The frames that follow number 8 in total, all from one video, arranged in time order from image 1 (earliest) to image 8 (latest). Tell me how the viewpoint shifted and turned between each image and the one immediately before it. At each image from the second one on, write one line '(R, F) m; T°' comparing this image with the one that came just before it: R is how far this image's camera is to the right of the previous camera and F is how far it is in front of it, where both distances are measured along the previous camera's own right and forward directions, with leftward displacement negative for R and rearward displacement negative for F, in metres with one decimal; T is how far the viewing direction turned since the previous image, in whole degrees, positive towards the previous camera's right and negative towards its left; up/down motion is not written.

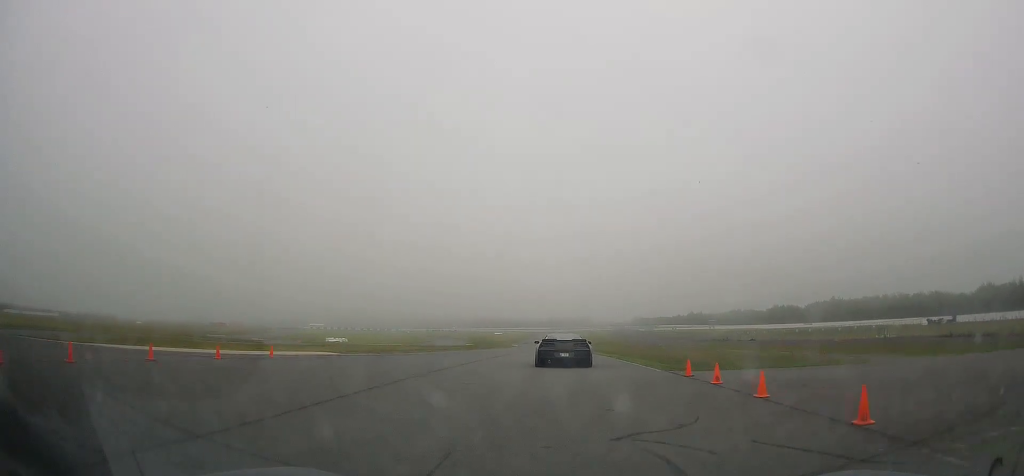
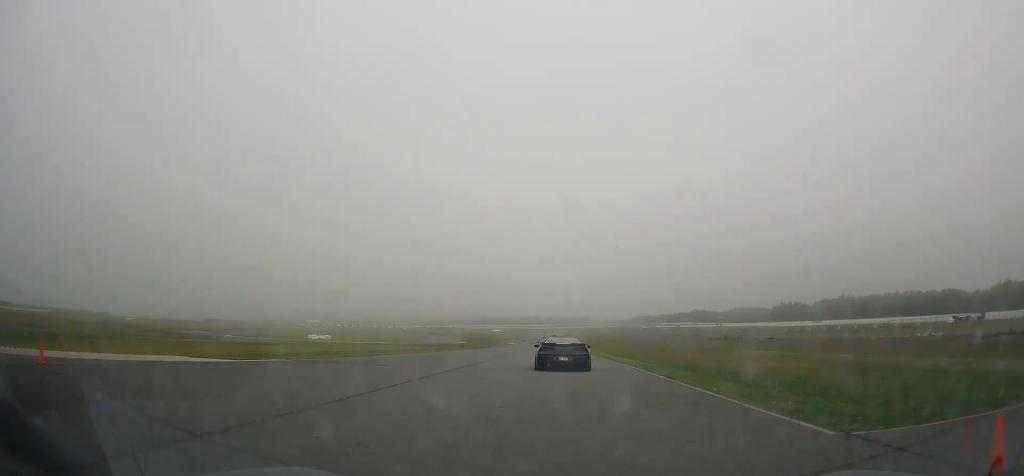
(-0.1, +12.2) m; 0°
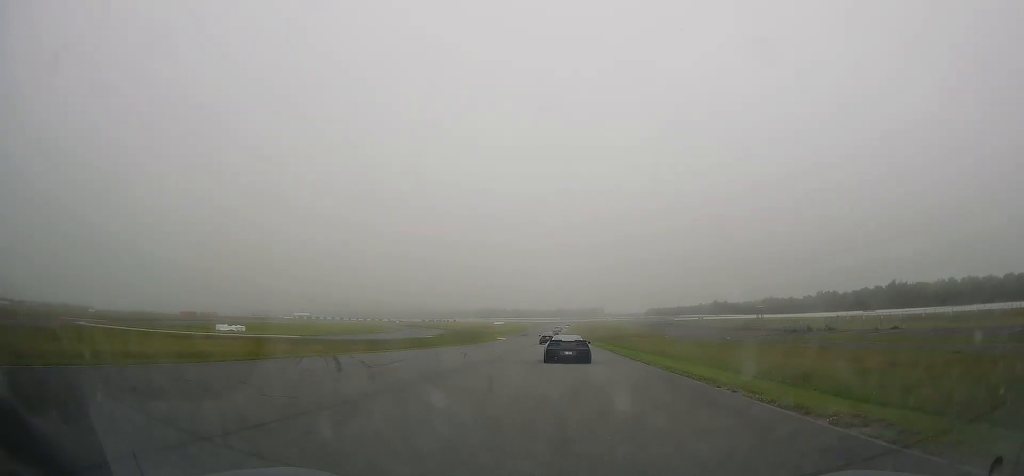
(-0.2, +47.6) m; 0°
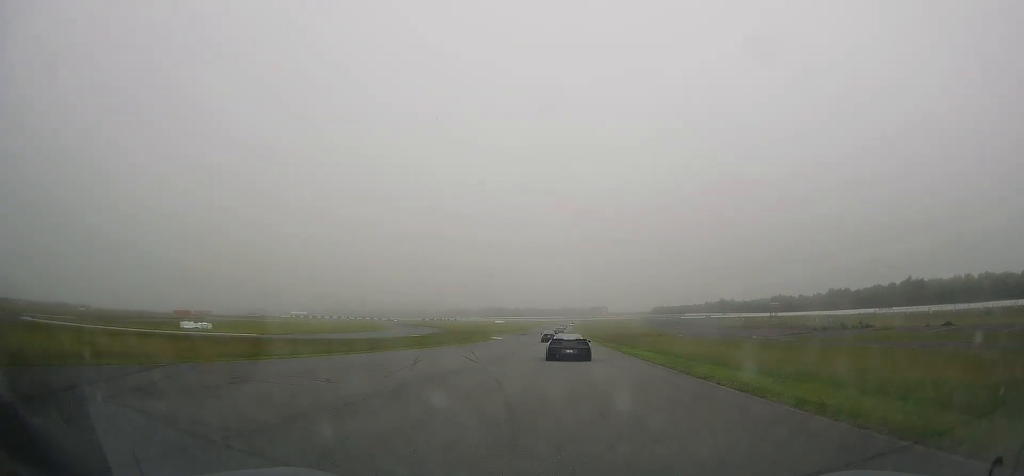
(0.0, +12.3) m; 0°
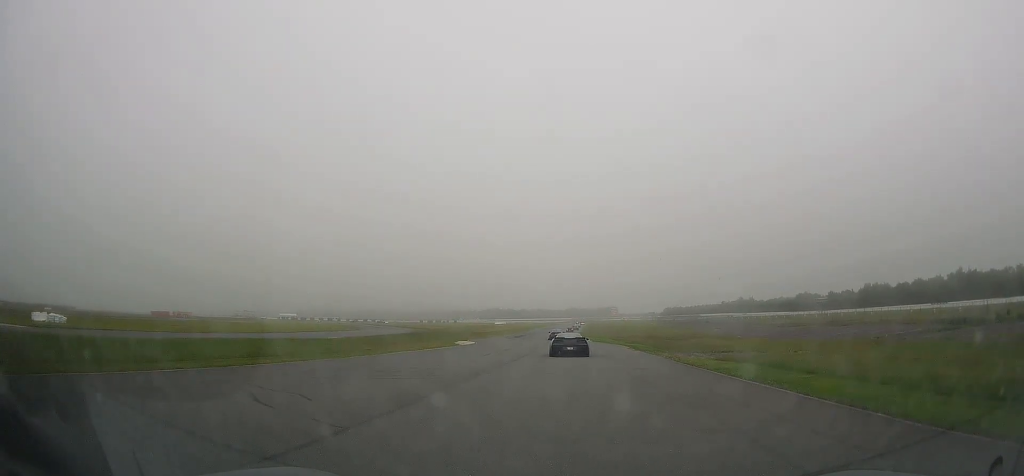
(-0.2, +36.1) m; -1°
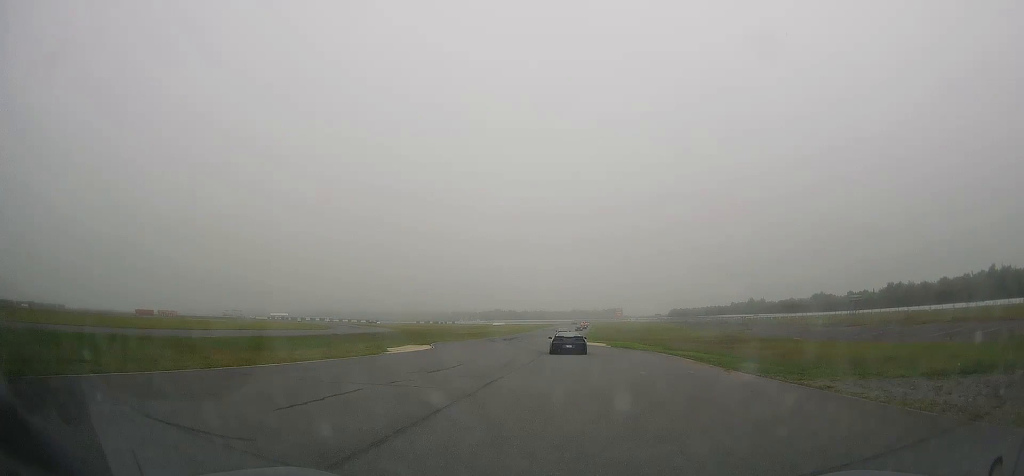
(-0.2, +21.4) m; 0°
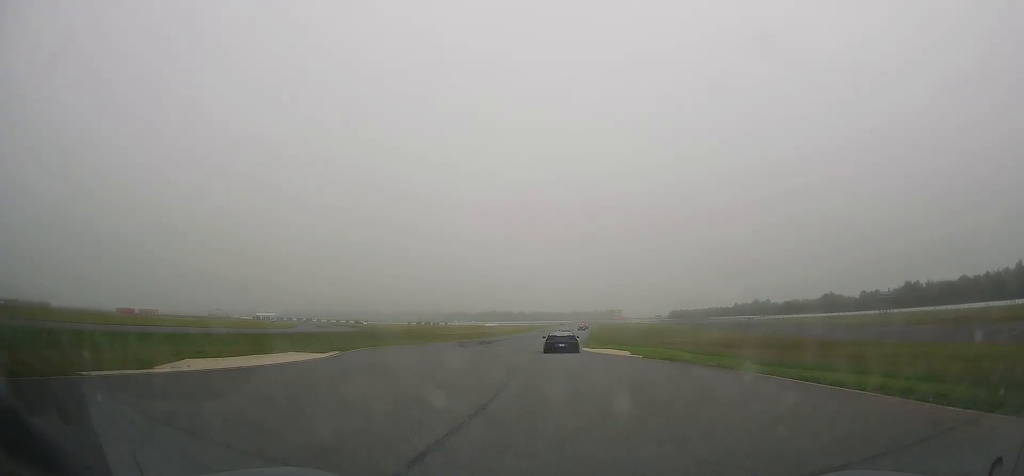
(0.0, +19.0) m; 0°
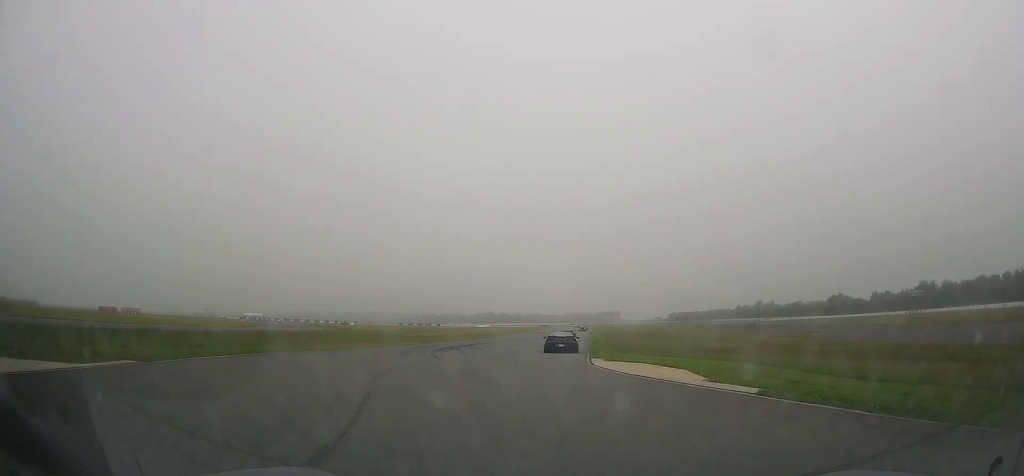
(+0.1, +16.2) m; 0°
